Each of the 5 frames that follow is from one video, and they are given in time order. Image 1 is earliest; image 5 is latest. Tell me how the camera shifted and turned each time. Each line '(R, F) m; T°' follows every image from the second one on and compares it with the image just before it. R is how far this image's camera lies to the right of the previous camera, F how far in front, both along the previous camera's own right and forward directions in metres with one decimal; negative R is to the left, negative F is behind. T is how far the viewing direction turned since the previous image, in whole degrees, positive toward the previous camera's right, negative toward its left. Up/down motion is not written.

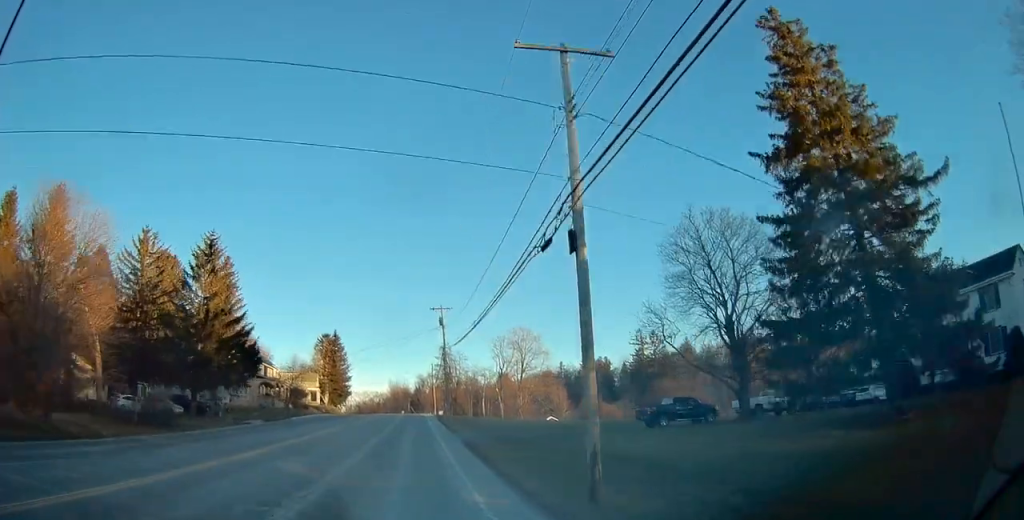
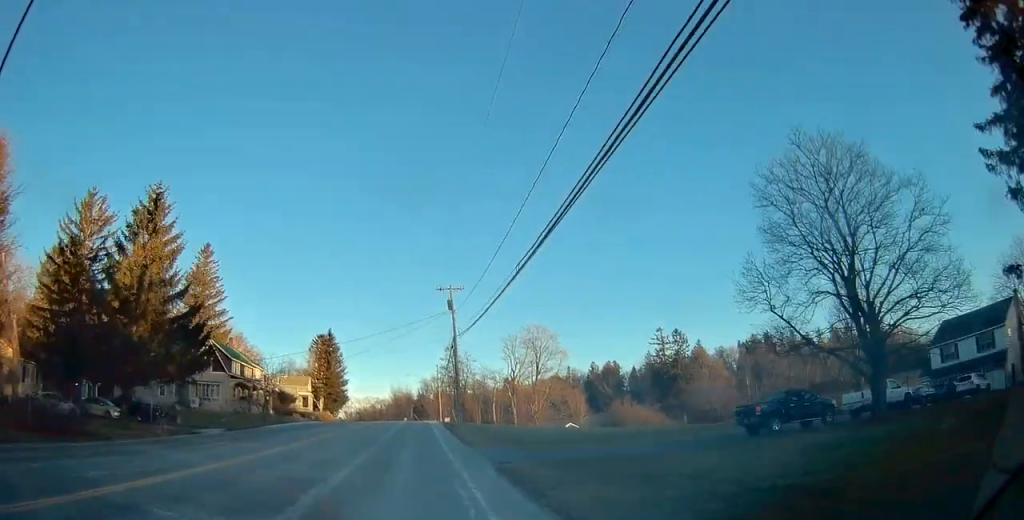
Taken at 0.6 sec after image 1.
(-0.1, +12.3) m; -1°
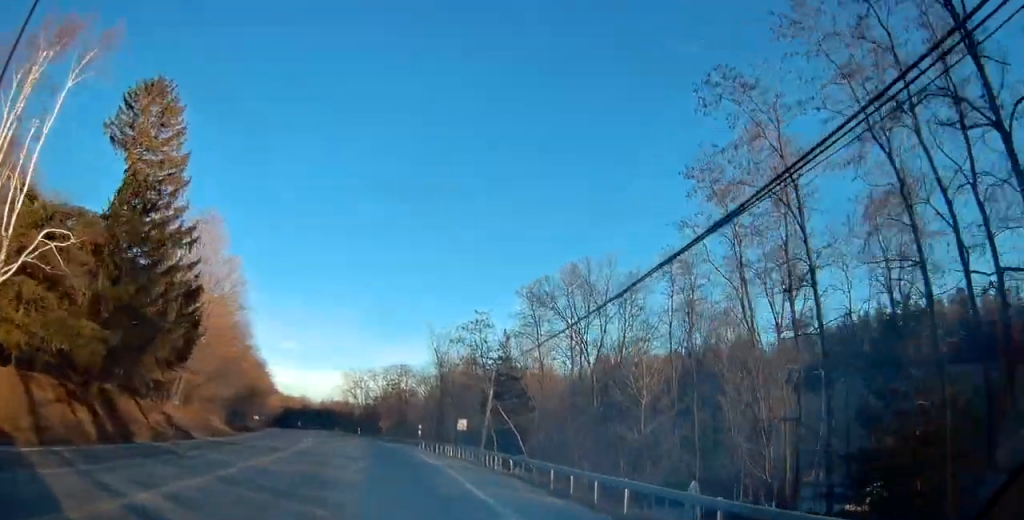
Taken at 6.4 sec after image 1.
(-1.4, +114.1) m; -4°
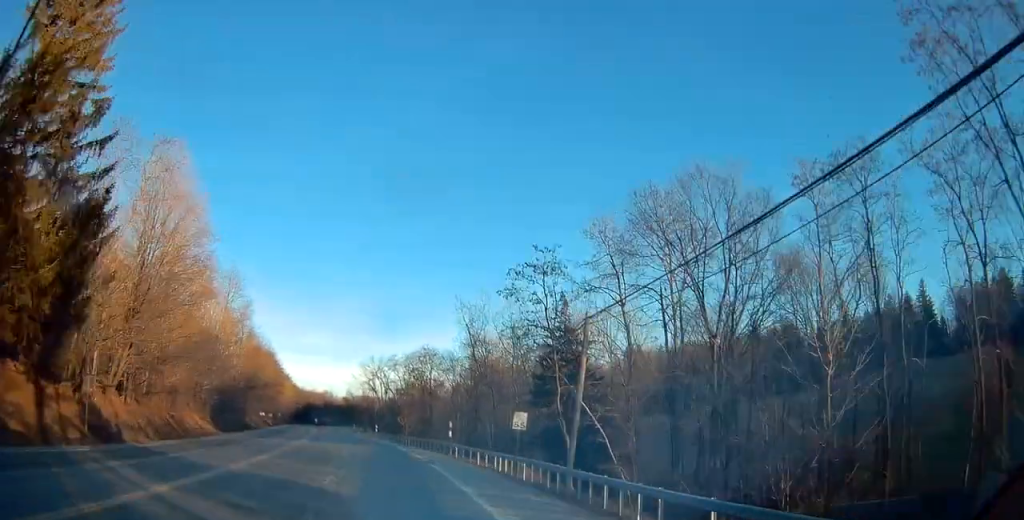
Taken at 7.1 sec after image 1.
(-0.1, +14.5) m; -2°
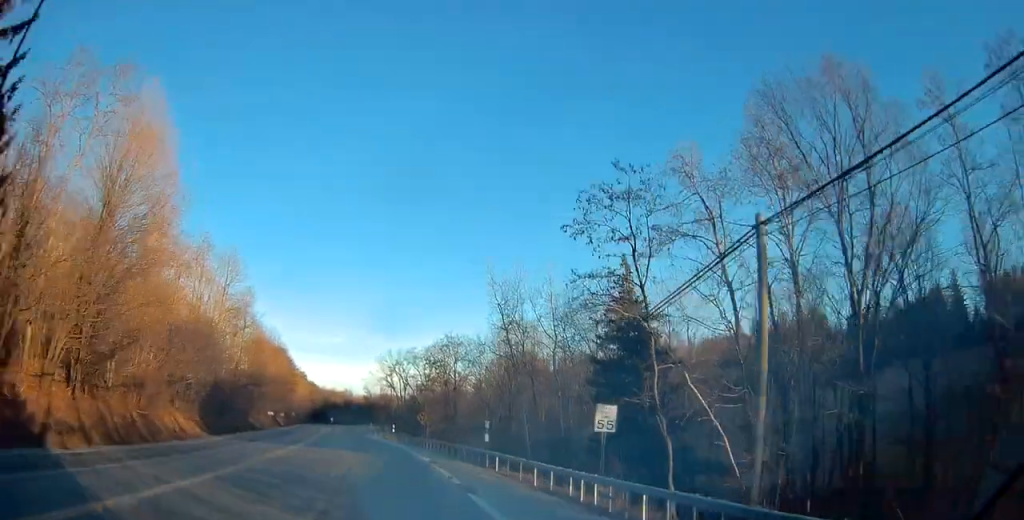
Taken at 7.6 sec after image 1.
(+0.2, +9.2) m; -1°
